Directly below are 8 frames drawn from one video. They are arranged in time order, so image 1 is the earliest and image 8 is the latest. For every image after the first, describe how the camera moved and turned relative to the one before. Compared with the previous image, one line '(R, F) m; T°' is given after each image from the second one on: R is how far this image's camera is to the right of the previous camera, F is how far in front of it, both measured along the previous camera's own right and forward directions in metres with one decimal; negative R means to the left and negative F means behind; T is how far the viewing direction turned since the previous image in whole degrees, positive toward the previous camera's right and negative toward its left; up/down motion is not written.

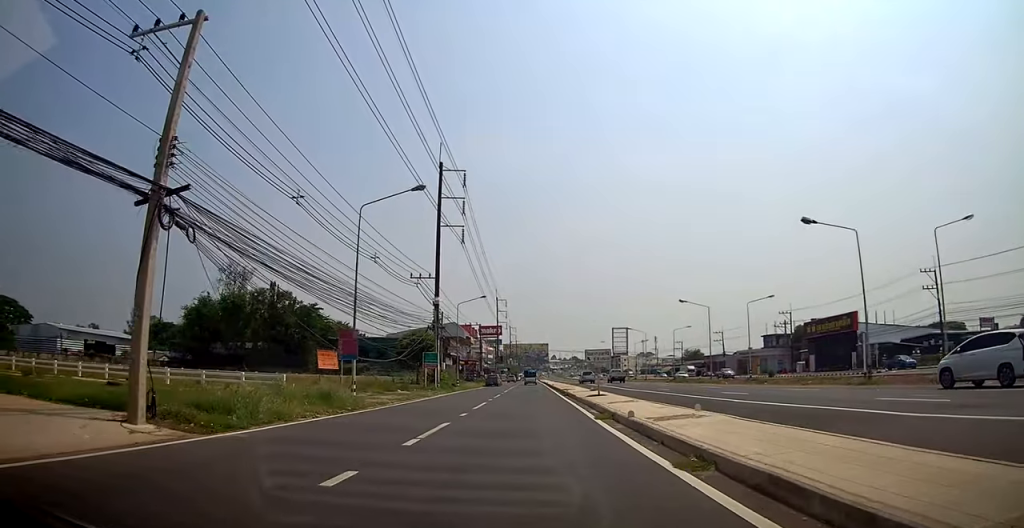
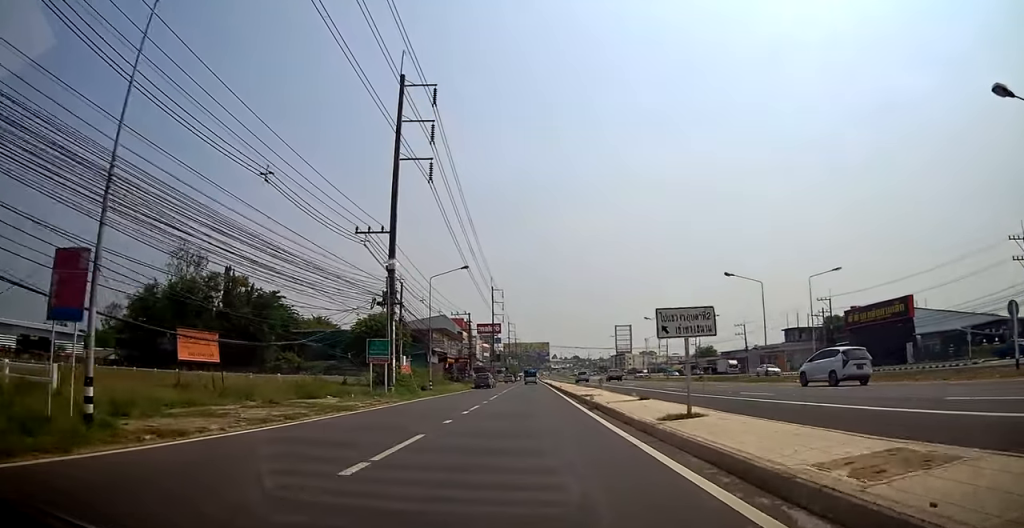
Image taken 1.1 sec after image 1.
(-0.2, +15.7) m; -1°
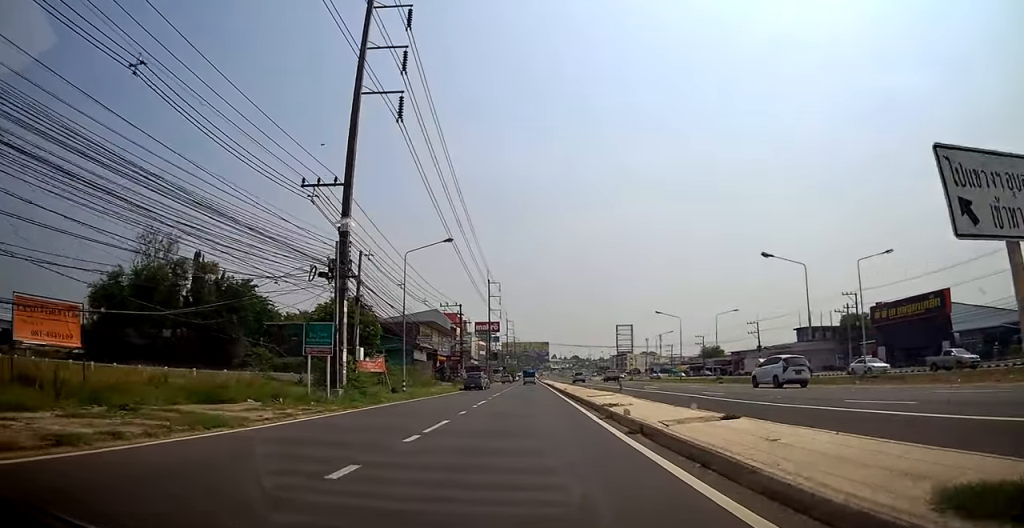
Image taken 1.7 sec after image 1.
(0.0, +8.8) m; 0°
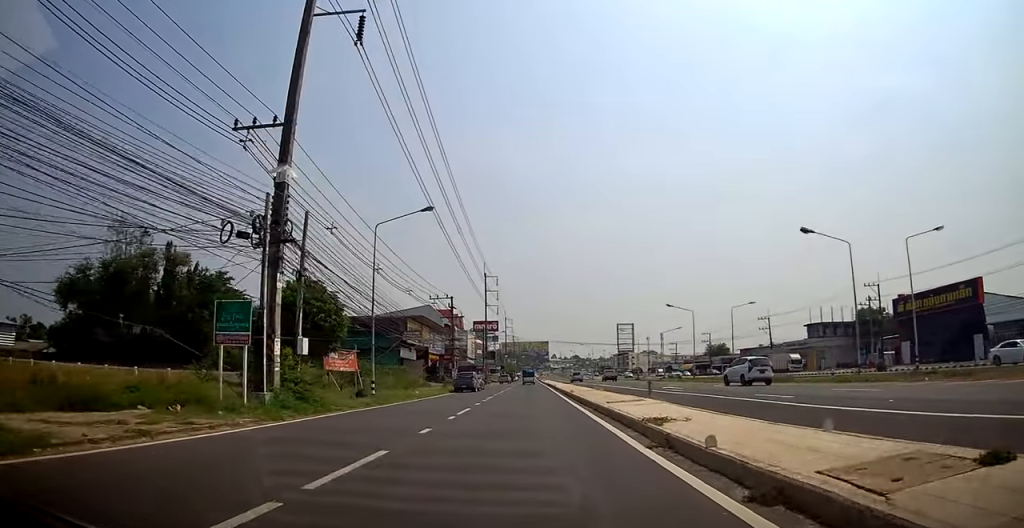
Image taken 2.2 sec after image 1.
(0.0, +6.6) m; 0°
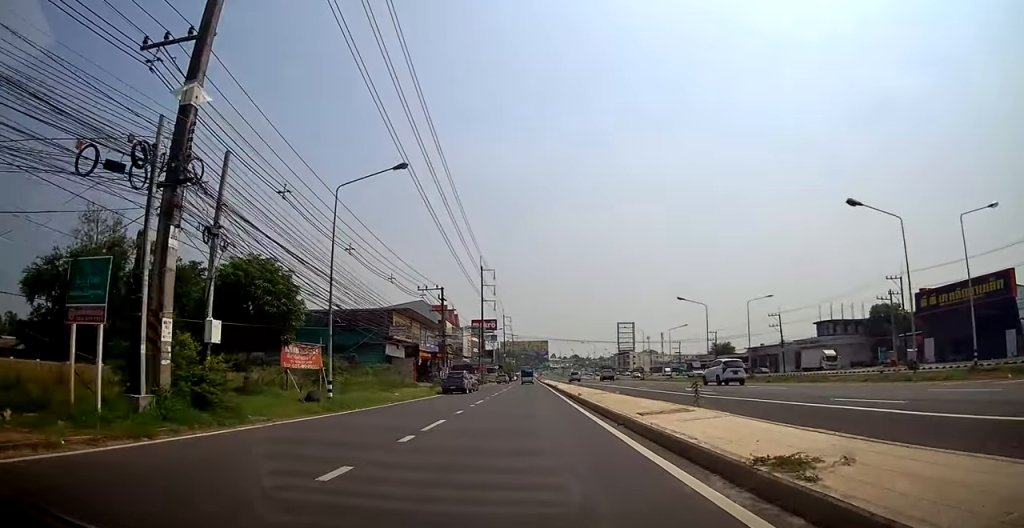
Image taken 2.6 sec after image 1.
(0.0, +5.9) m; 0°
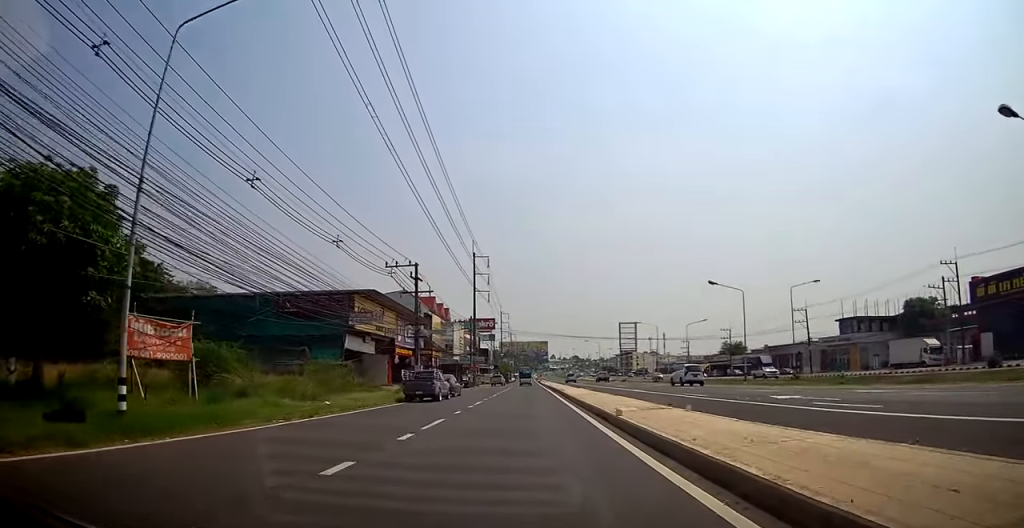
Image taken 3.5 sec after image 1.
(0.0, +11.9) m; 0°
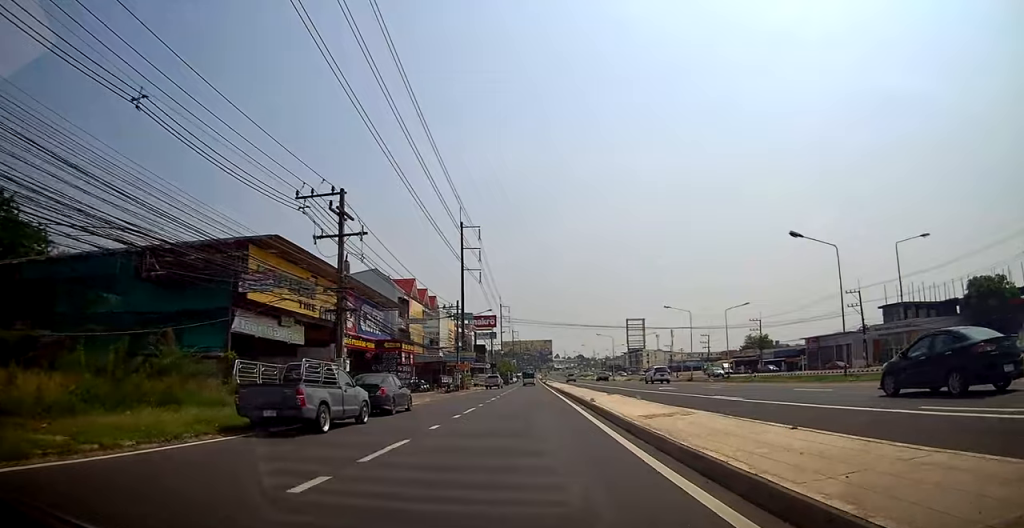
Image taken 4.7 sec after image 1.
(+0.1, +17.2) m; +1°
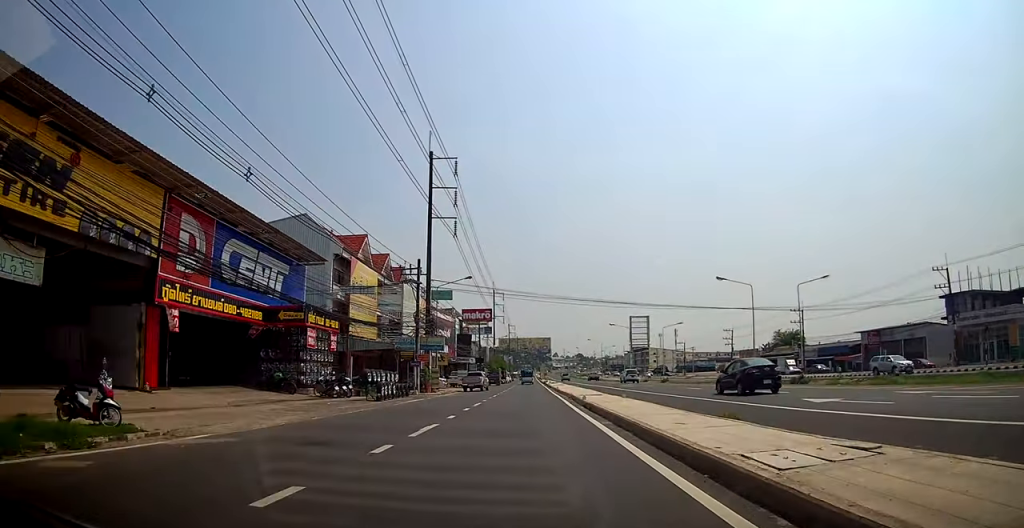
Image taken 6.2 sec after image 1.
(+0.2, +20.6) m; -2°
